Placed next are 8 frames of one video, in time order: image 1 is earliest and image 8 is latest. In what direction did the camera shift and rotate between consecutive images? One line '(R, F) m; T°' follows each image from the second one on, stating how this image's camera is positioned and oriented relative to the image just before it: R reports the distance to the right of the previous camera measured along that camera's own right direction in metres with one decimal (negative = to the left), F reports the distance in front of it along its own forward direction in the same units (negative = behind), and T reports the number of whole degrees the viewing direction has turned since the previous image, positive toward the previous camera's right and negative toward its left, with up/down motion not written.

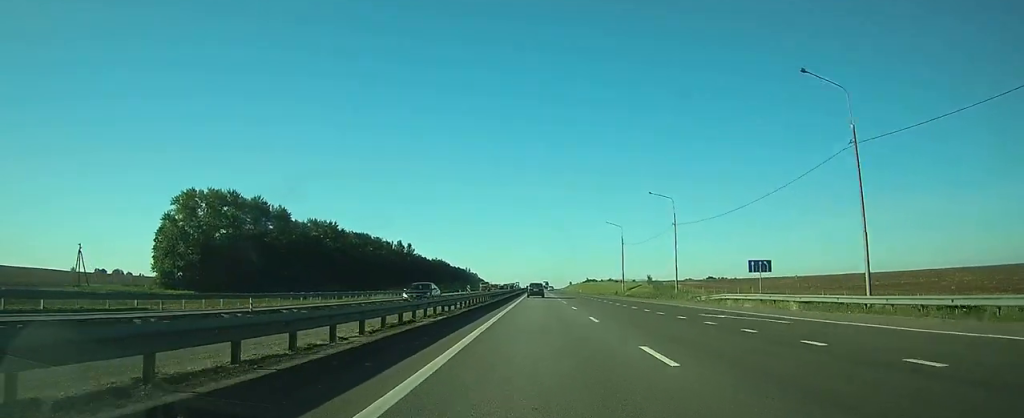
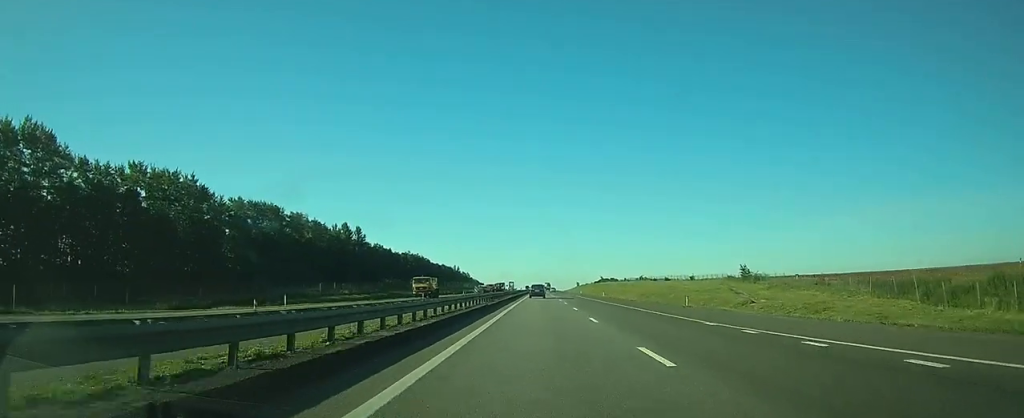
(-0.1, +111.8) m; 0°
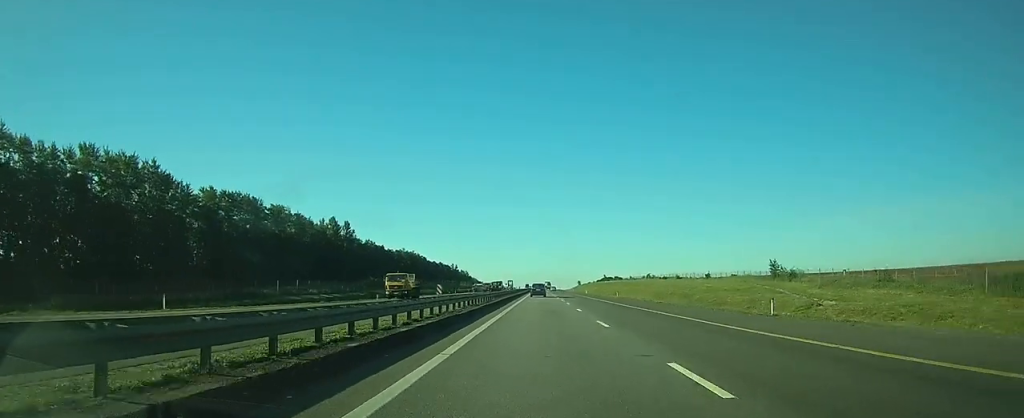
(0.0, +16.1) m; 0°
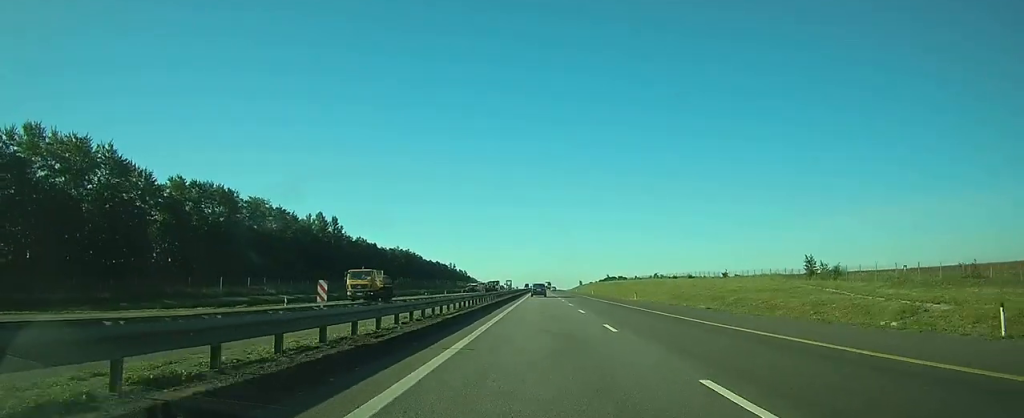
(0.0, +14.4) m; 0°
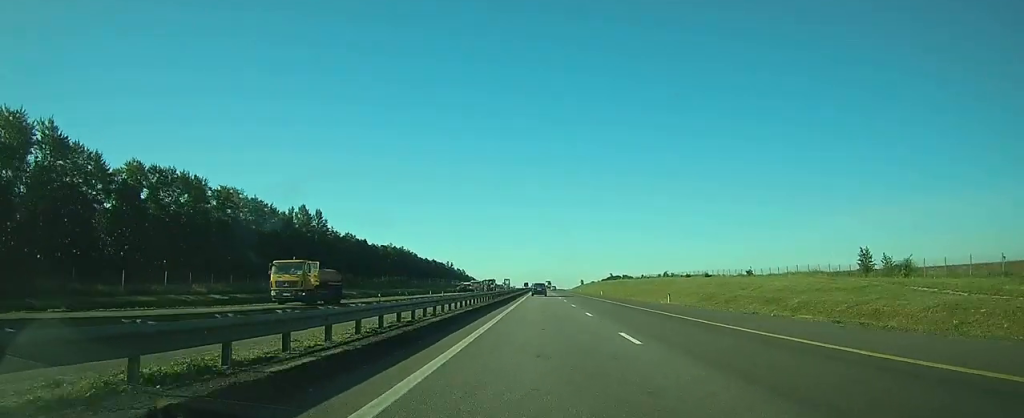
(0.0, +16.4) m; 0°
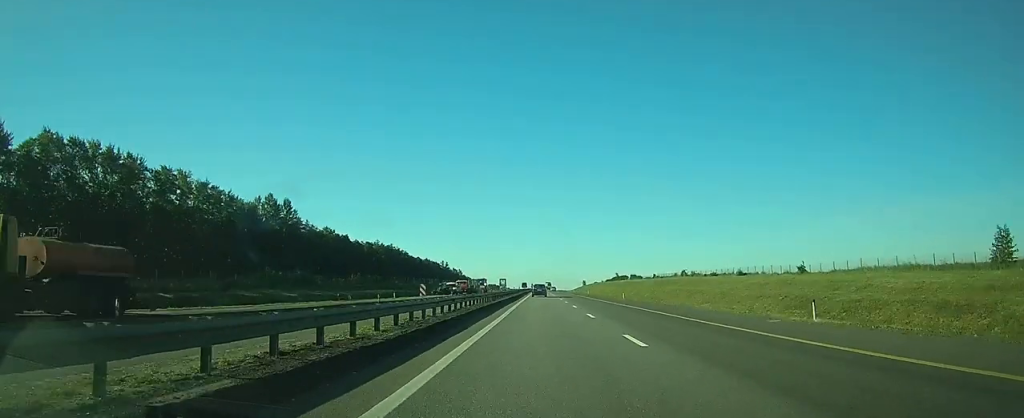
(0.0, +24.9) m; 0°
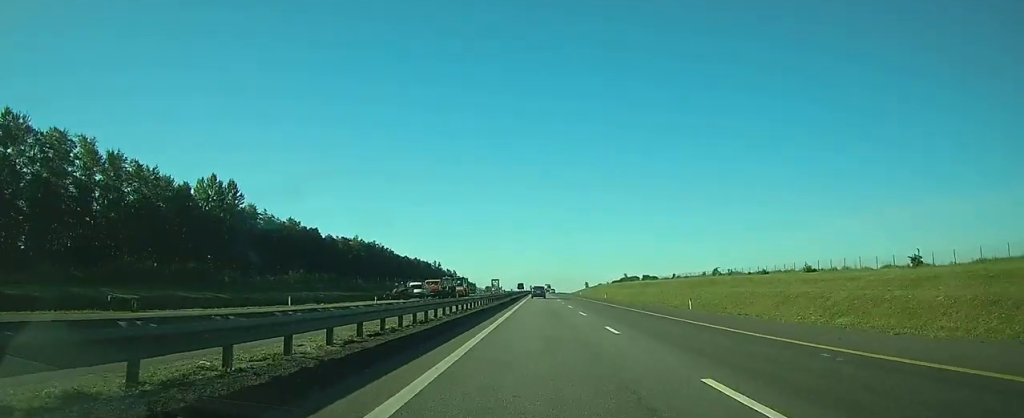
(+0.1, +31.6) m; 0°
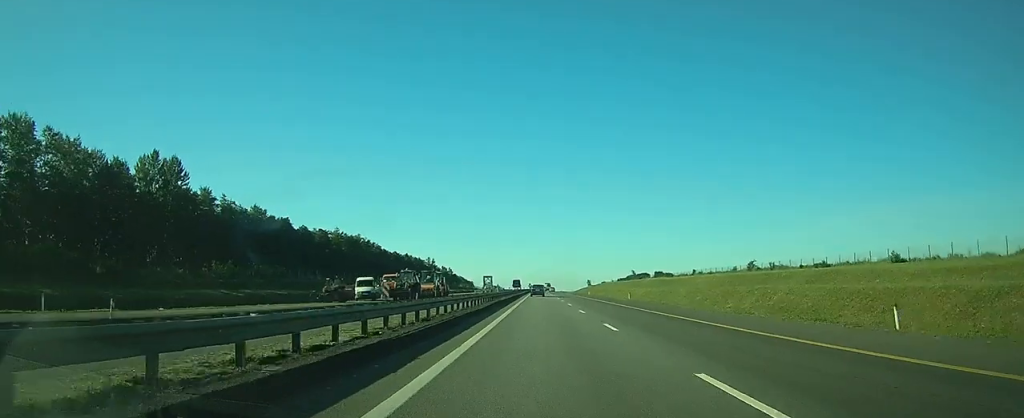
(0.0, +23.6) m; 0°
